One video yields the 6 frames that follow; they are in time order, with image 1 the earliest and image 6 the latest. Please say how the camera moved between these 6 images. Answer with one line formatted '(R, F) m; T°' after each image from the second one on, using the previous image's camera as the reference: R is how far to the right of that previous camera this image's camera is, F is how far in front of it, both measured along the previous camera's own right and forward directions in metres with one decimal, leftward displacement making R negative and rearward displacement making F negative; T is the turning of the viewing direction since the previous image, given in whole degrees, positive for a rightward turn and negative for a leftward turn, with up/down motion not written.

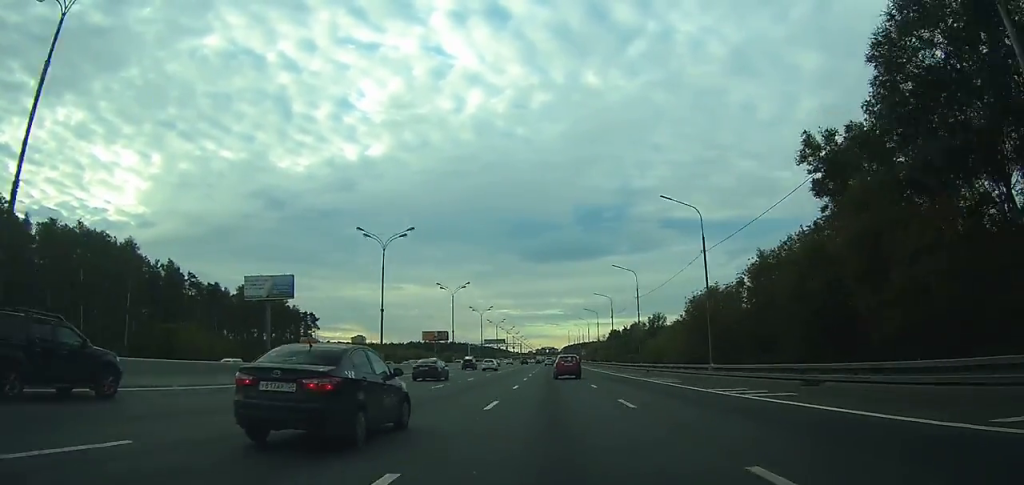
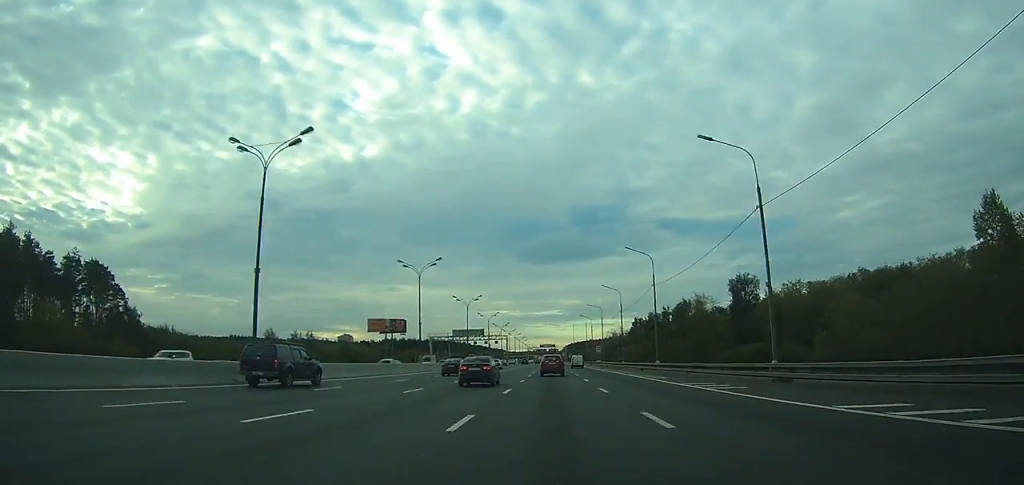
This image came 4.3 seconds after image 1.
(-0.1, +99.4) m; 0°
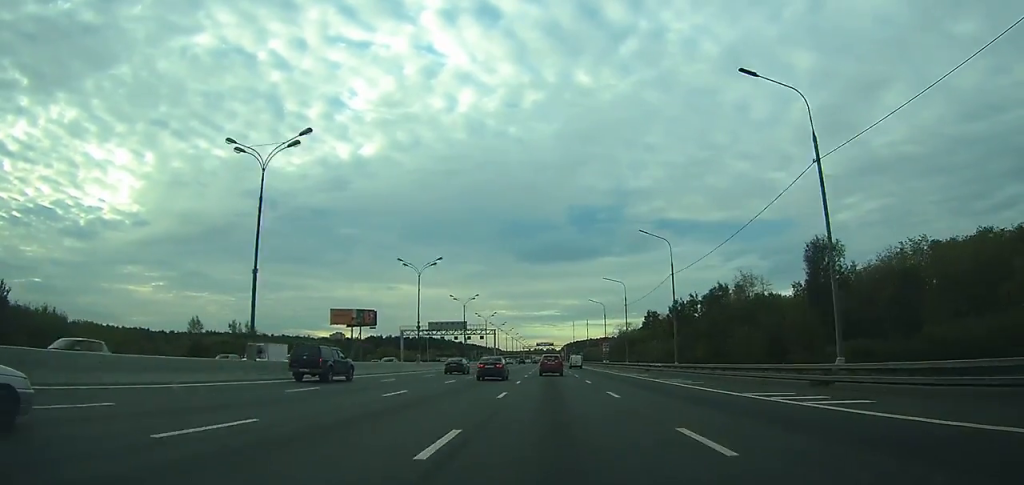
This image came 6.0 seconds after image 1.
(+0.1, +40.3) m; 0°
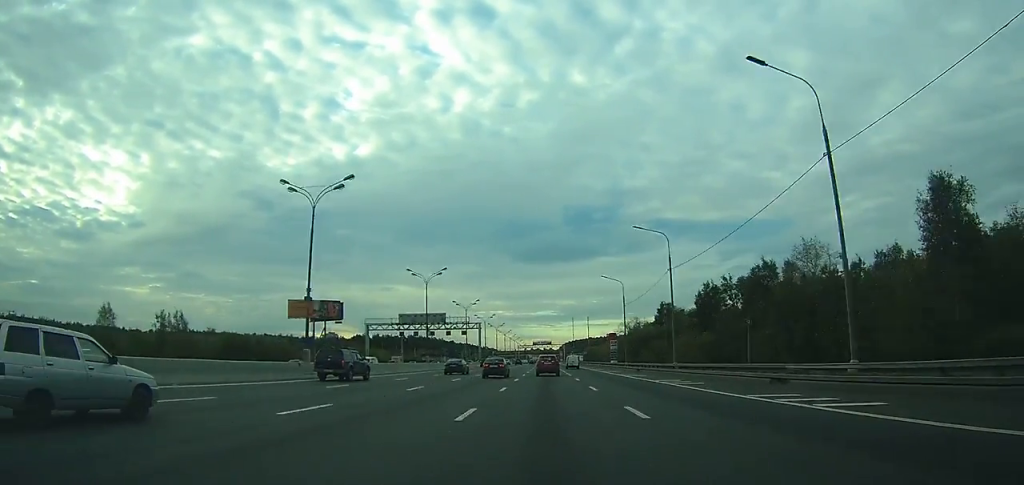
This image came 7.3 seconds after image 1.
(0.0, +31.6) m; 0°
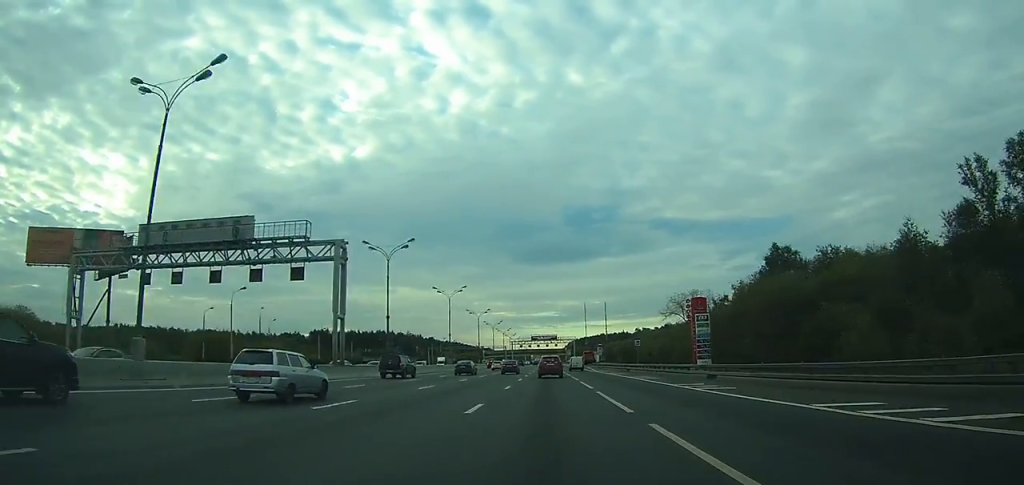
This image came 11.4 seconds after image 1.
(+0.1, +91.0) m; 0°
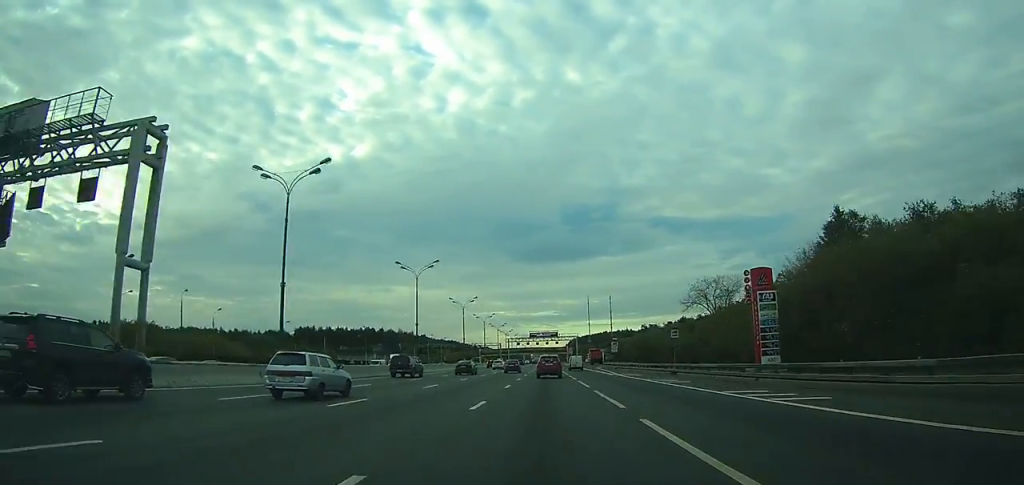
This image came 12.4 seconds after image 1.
(0.0, +21.7) m; 0°
